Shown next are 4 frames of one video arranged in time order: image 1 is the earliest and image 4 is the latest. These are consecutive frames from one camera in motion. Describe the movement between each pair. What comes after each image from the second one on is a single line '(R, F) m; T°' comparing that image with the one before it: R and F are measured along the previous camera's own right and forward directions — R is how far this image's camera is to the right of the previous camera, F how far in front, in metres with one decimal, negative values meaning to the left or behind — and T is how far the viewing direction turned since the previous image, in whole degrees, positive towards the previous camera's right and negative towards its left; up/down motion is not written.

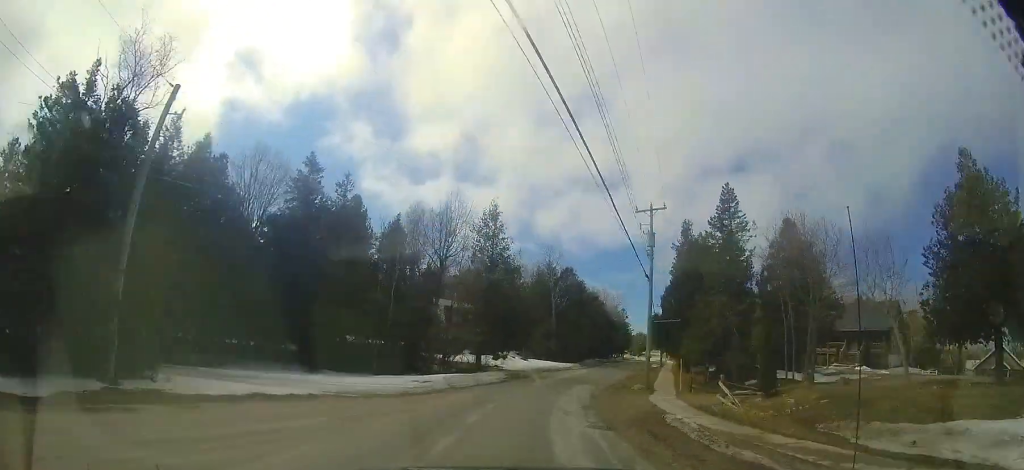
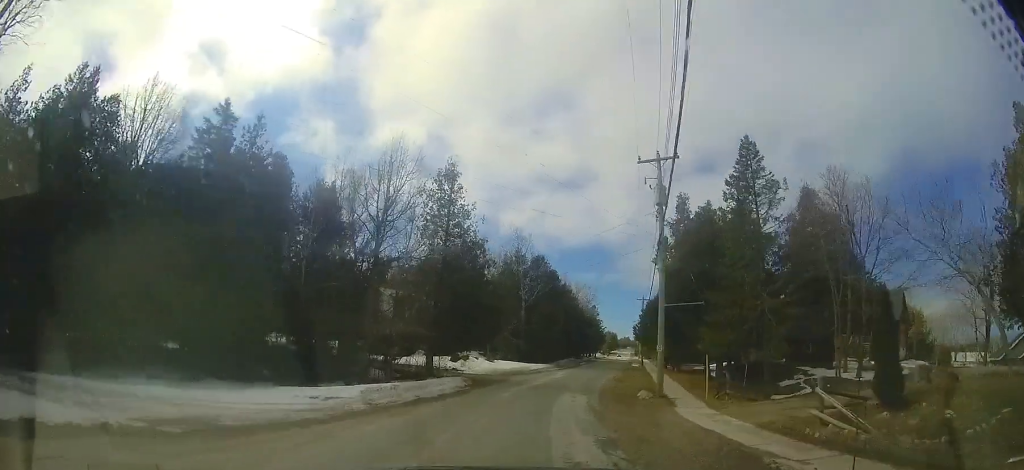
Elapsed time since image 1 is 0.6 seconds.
(0.0, +7.1) m; +3°
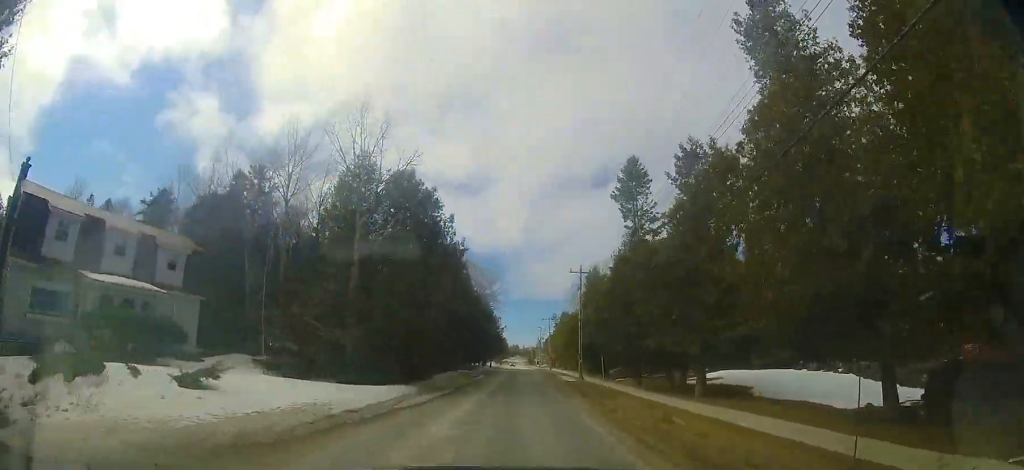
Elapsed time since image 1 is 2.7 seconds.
(+4.0, +24.5) m; +16°
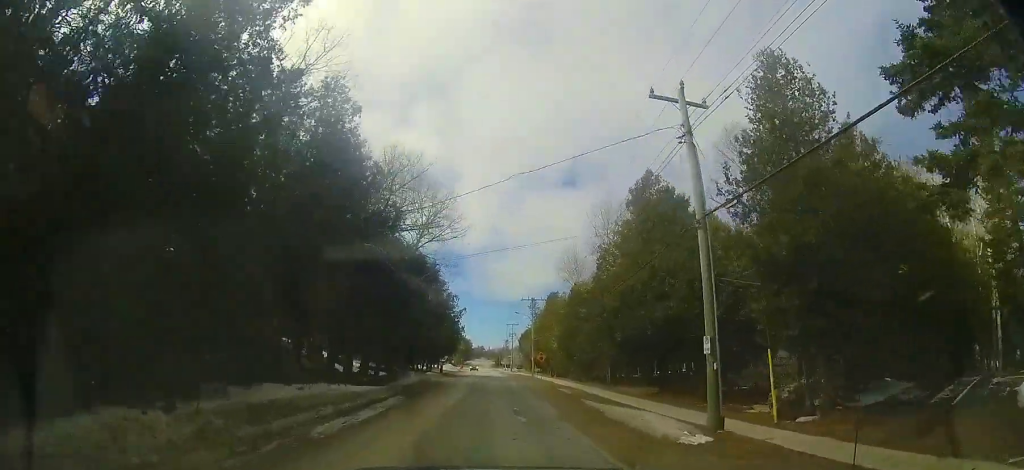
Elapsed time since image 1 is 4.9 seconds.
(+1.5, +25.9) m; +7°
